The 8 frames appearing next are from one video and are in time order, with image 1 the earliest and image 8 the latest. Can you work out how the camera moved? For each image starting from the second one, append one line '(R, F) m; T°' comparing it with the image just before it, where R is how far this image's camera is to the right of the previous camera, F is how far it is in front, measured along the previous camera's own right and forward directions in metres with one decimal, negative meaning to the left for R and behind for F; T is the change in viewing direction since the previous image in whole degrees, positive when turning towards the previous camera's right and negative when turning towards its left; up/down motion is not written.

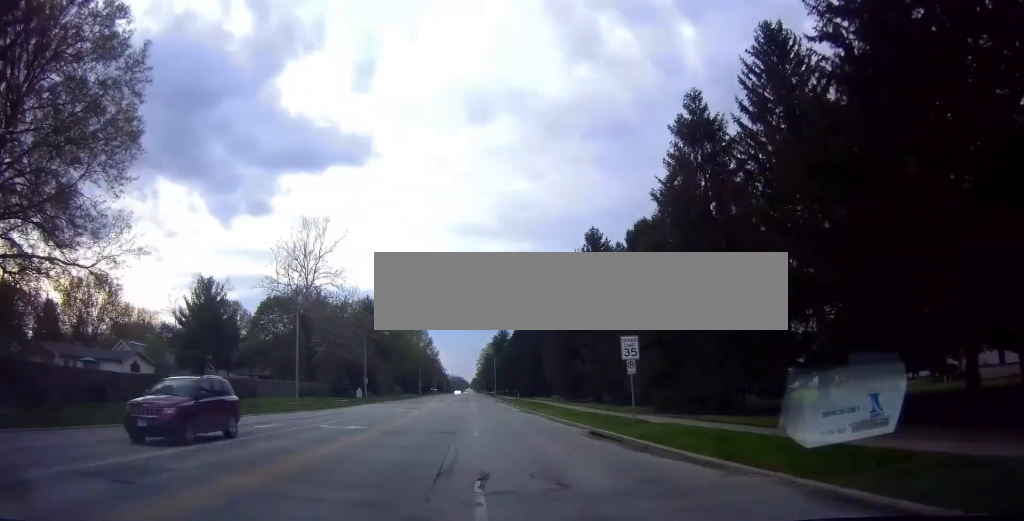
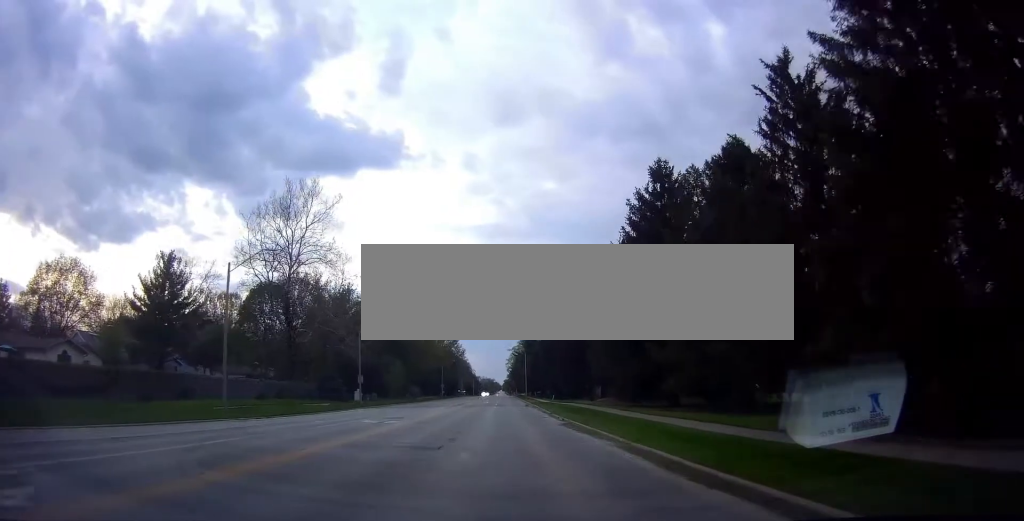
(-0.7, +16.0) m; -6°
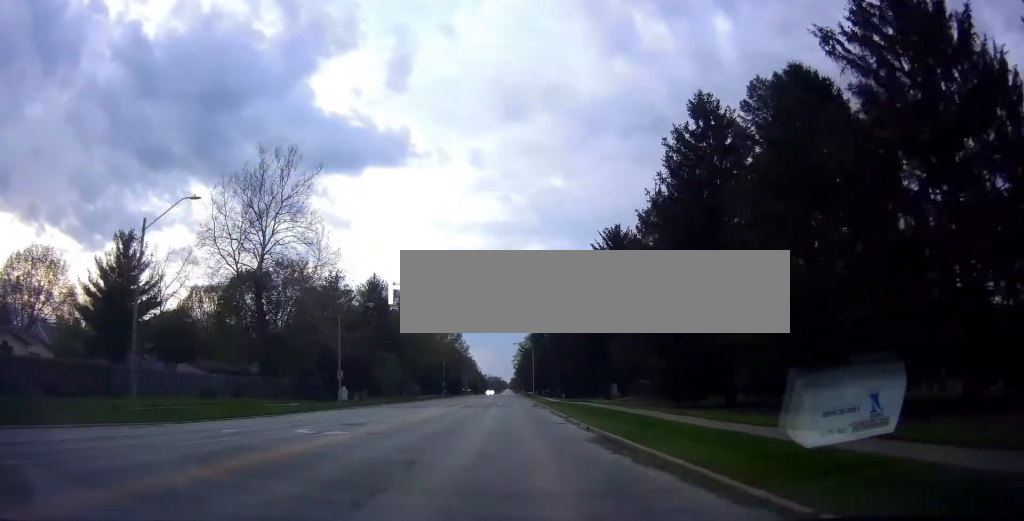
(-0.3, +9.0) m; -1°
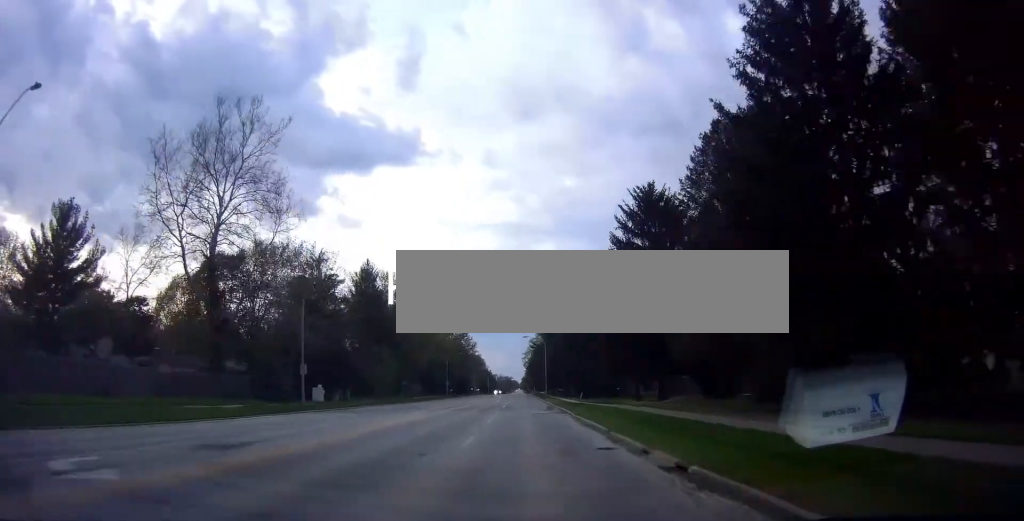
(-0.1, +11.9) m; -2°
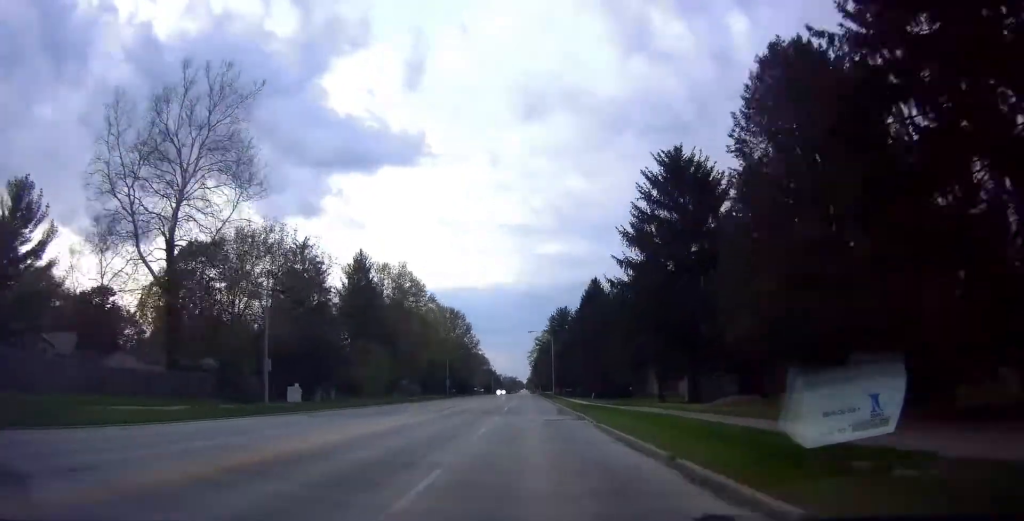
(+0.1, +7.2) m; -1°
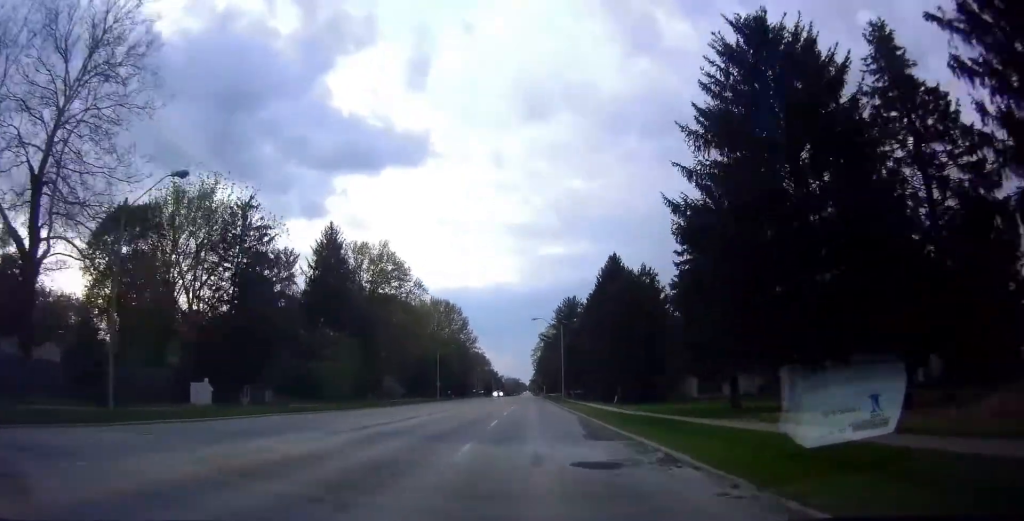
(-0.3, +15.9) m; 0°
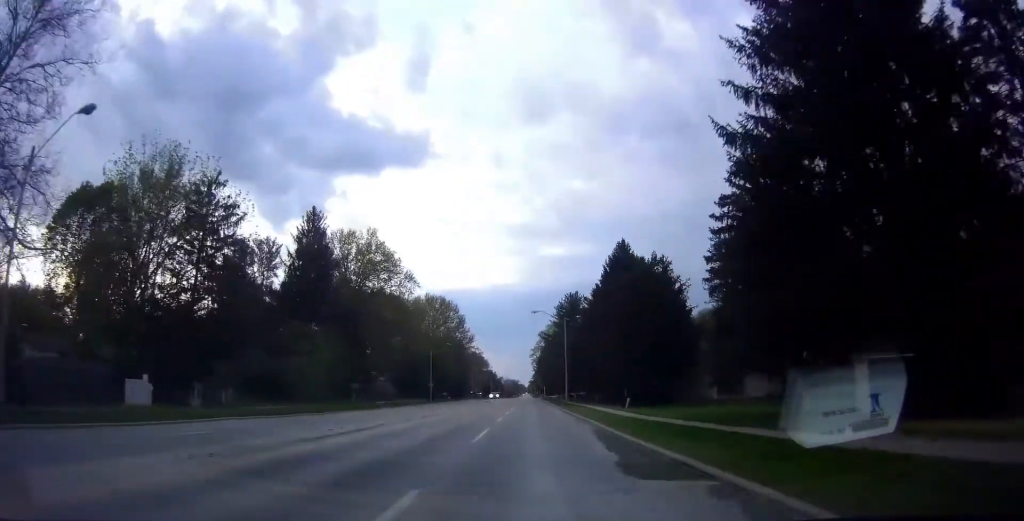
(+0.1, +6.5) m; +1°
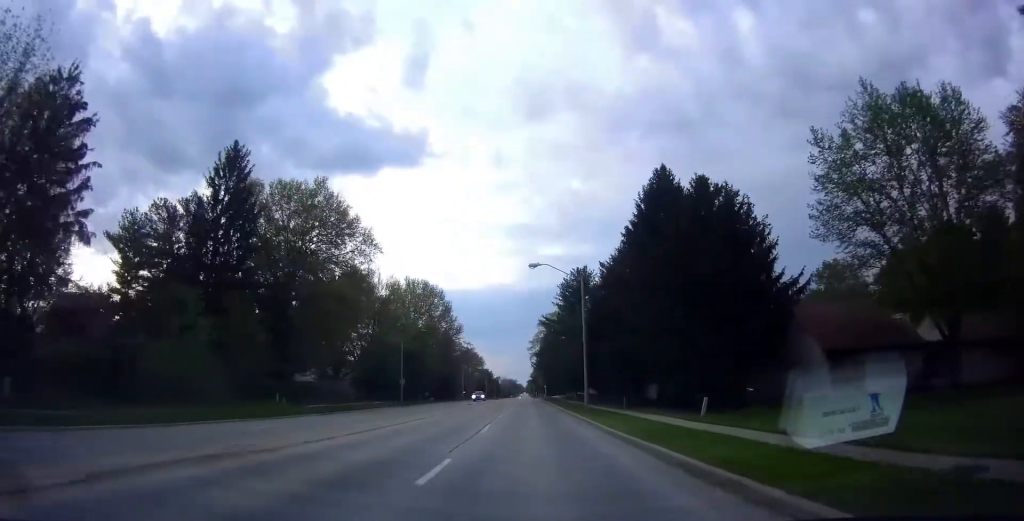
(+0.3, +21.1) m; +1°
